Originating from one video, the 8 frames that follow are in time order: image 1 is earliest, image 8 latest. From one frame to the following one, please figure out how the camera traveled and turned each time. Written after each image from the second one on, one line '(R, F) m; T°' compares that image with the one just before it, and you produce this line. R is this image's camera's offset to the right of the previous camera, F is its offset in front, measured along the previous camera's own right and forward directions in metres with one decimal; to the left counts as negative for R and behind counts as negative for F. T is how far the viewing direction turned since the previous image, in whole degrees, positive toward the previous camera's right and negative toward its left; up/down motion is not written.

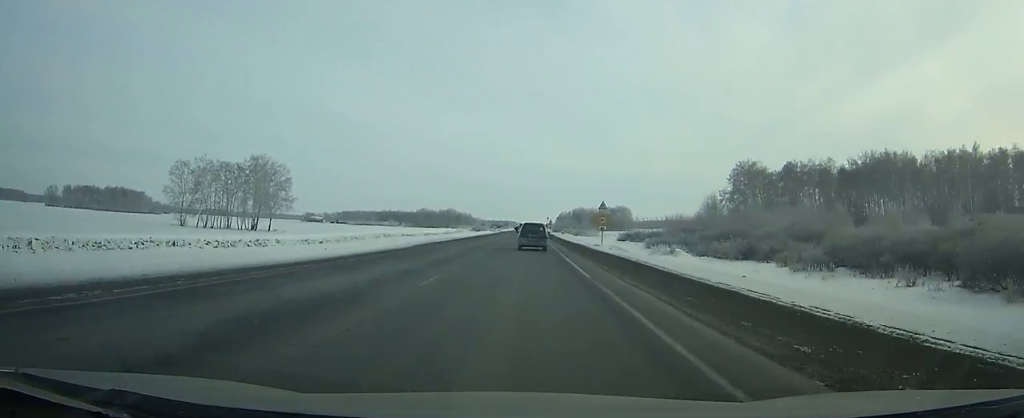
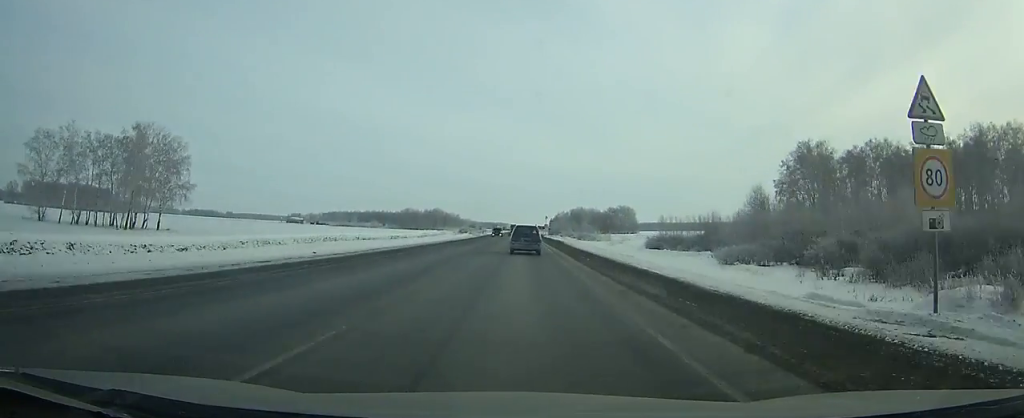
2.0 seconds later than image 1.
(+0.1, +43.3) m; 0°
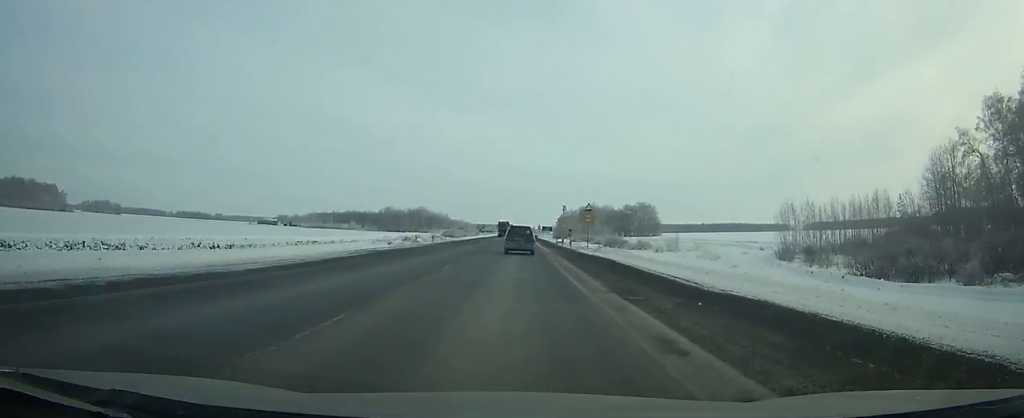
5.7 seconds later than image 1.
(+0.2, +74.5) m; 0°
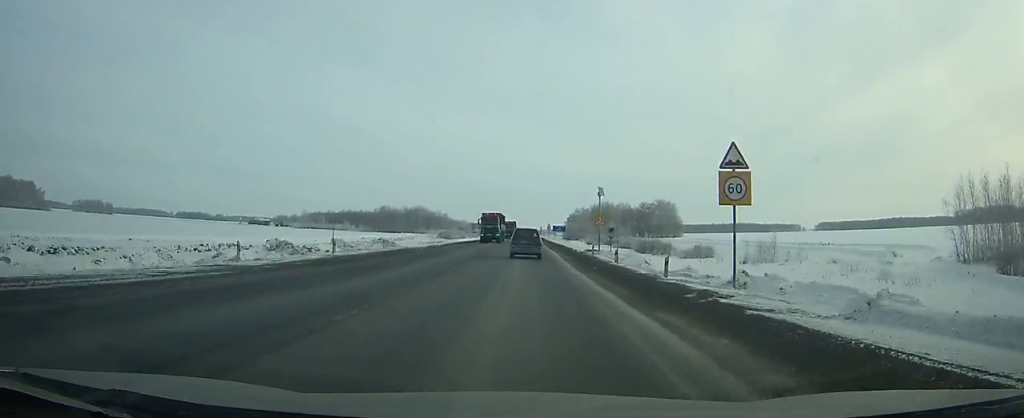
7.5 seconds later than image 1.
(-0.1, +33.6) m; 0°
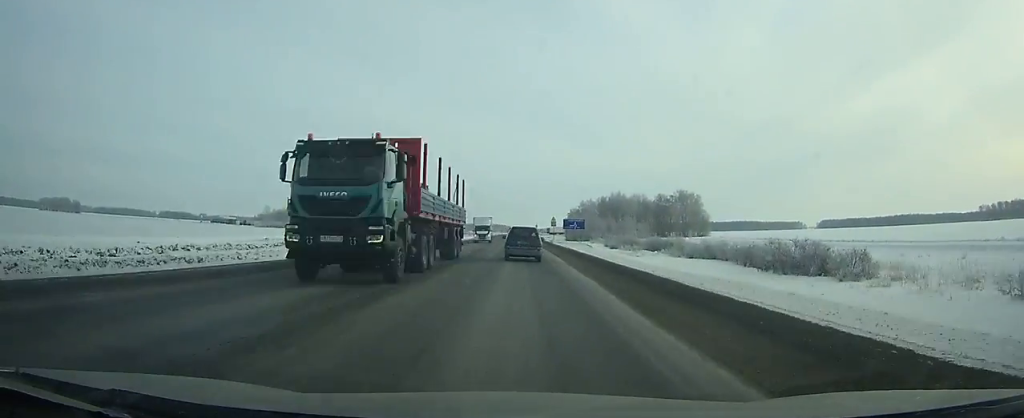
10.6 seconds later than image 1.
(0.0, +56.1) m; 0°
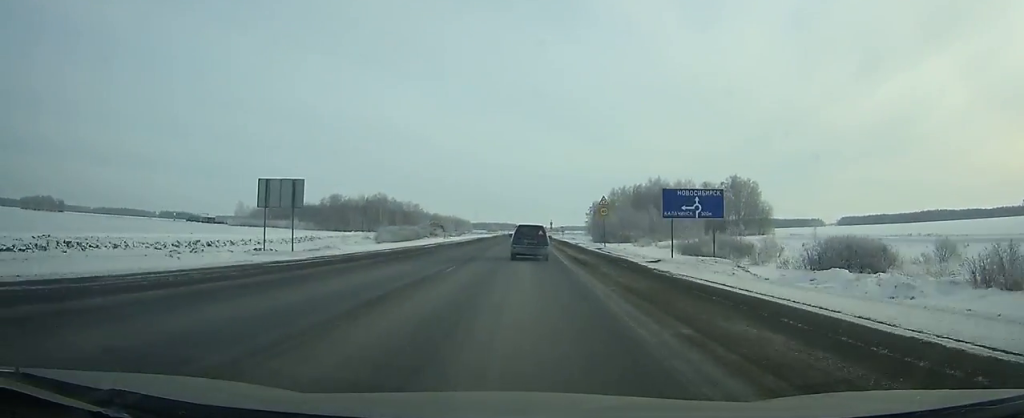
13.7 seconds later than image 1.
(-0.1, +54.2) m; 0°
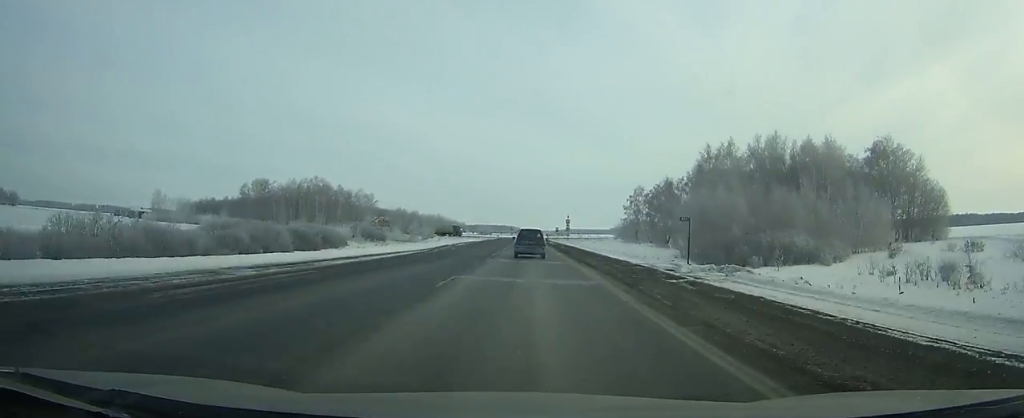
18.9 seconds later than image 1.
(-0.2, +88.6) m; 0°
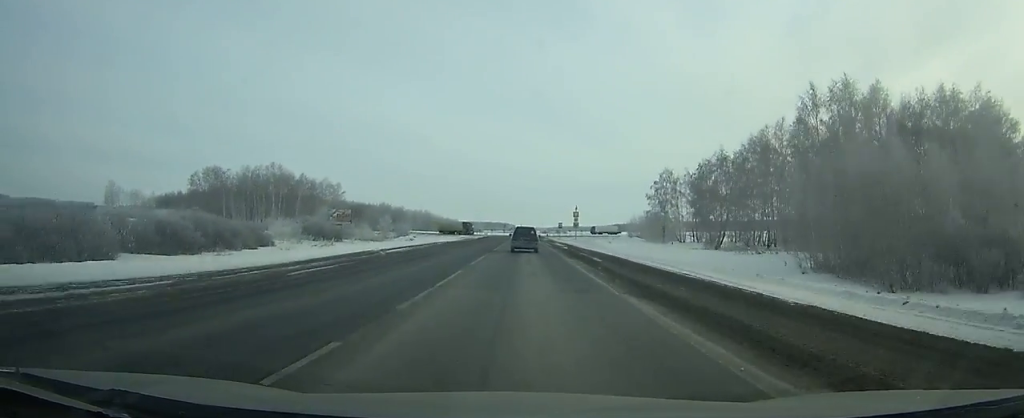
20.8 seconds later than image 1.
(0.0, +31.9) m; 0°
